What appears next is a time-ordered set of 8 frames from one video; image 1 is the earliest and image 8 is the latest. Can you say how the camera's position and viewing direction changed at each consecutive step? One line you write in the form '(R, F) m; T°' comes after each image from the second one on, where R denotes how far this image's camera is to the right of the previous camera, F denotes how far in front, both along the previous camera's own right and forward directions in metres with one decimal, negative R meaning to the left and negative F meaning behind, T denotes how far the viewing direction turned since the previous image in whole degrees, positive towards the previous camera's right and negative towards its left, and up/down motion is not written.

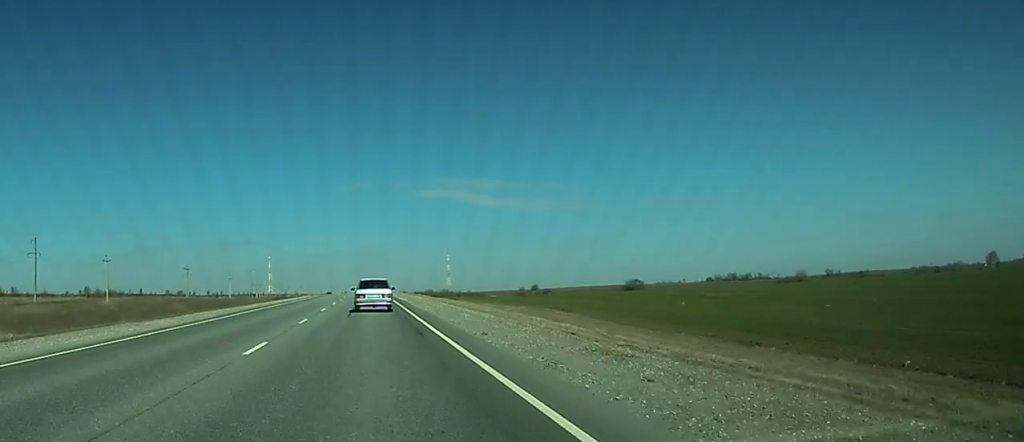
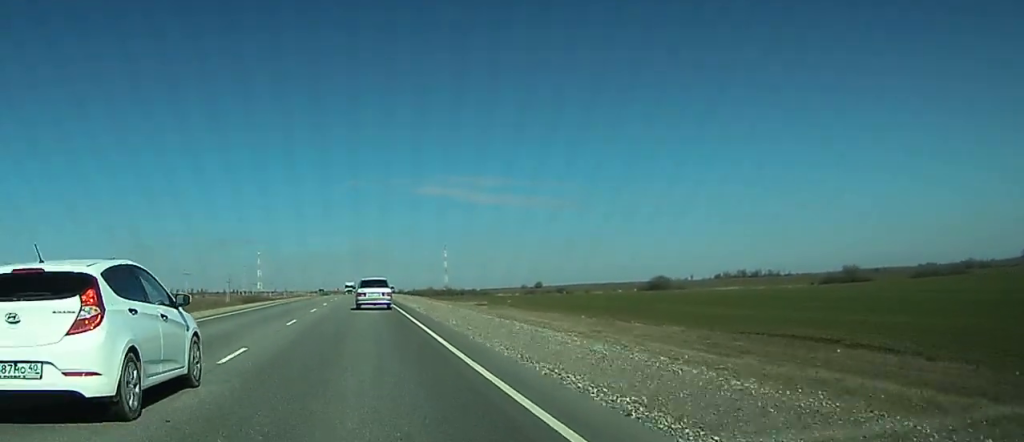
(+3.8, +65.3) m; +3°
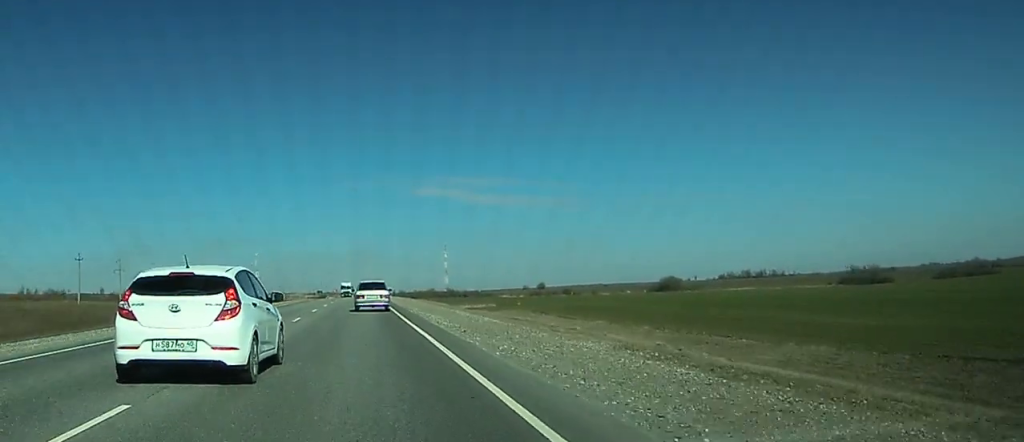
(-0.1, +20.4) m; 0°
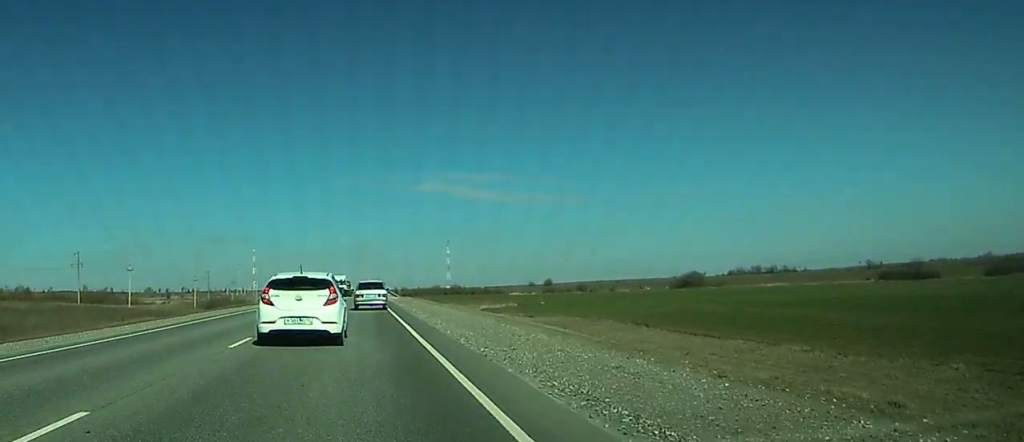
(+0.2, +37.2) m; 0°
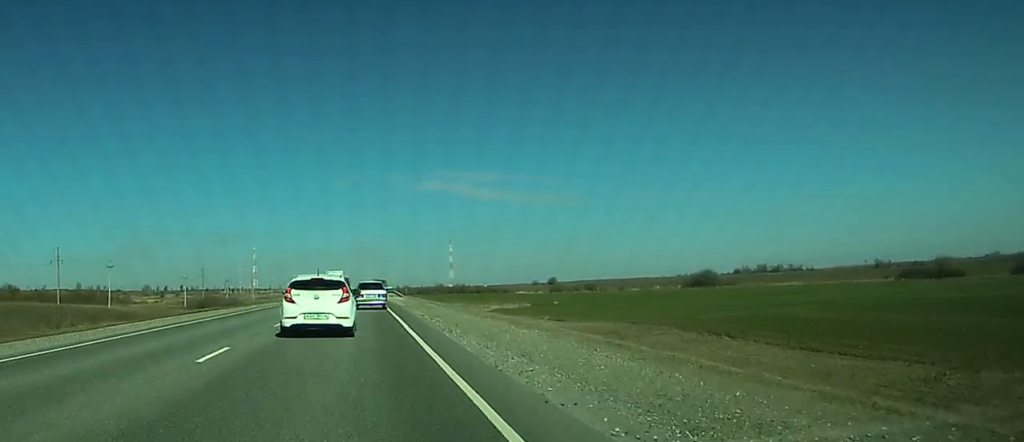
(0.0, +15.2) m; 0°
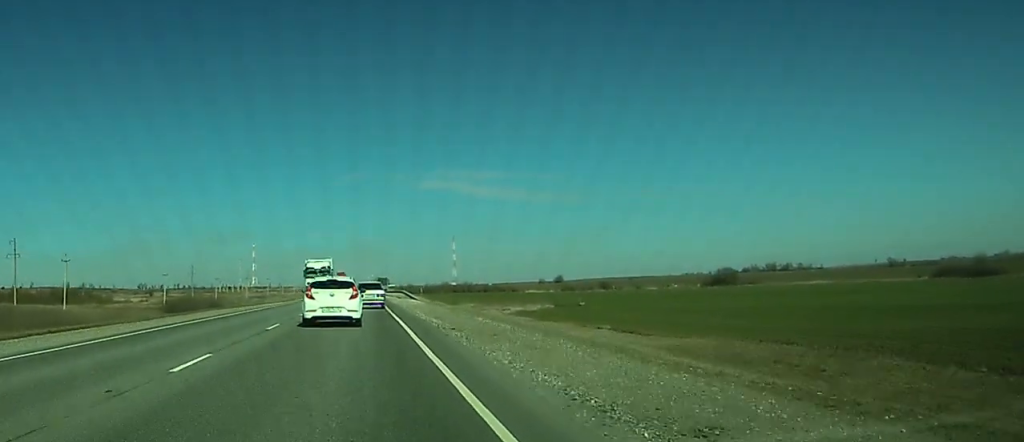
(-0.1, +25.8) m; 0°
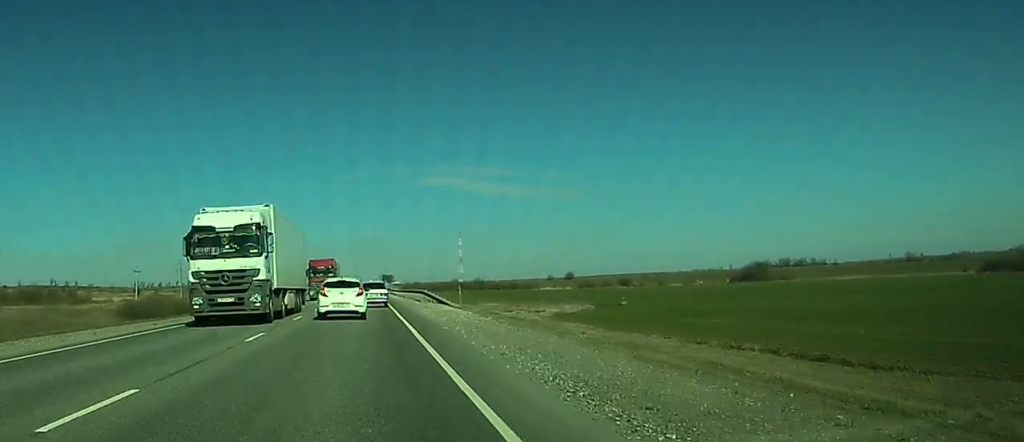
(-0.1, +29.3) m; 0°
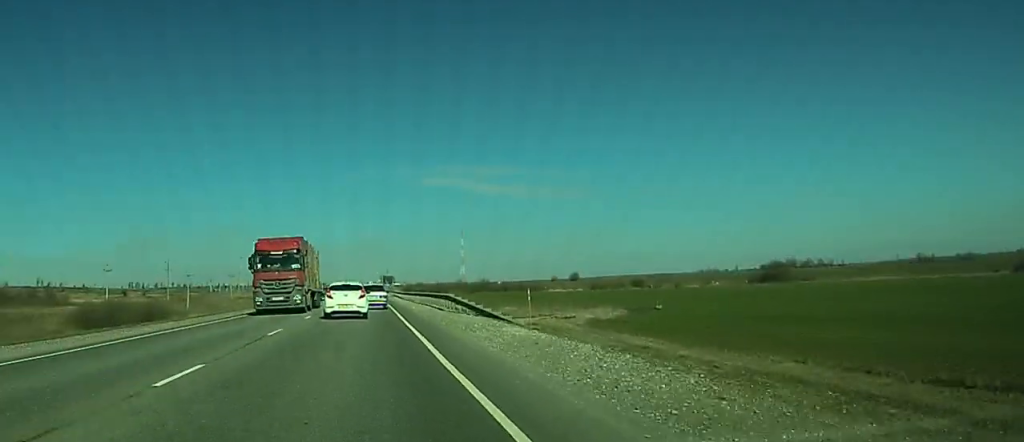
(0.0, +20.4) m; 0°
